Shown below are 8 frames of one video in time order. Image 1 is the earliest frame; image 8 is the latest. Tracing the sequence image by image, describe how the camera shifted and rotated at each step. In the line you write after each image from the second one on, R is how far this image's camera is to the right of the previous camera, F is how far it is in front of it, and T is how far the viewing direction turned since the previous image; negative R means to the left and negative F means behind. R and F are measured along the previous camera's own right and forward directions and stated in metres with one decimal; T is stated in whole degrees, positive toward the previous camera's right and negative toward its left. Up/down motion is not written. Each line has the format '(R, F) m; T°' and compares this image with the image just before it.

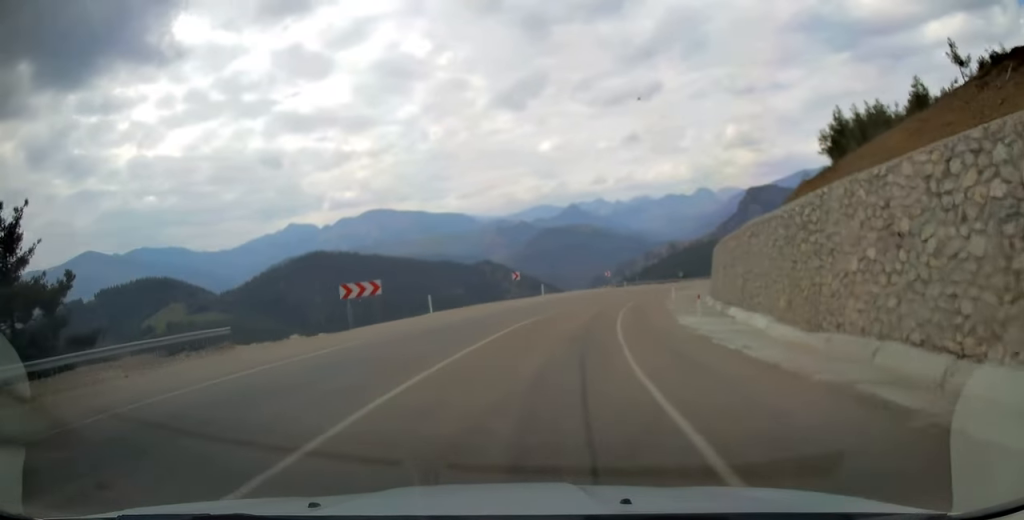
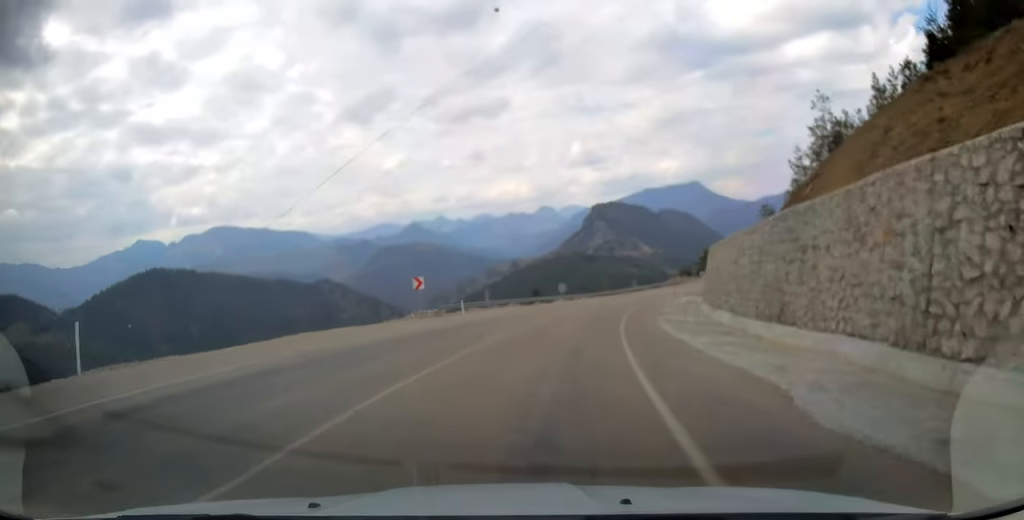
(+6.3, +43.9) m; +16°
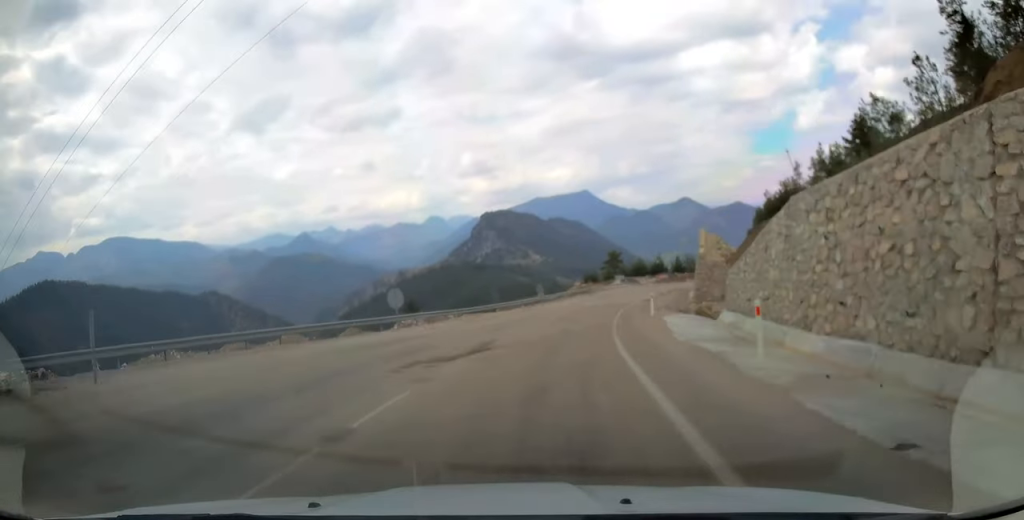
(+2.3, +31.7) m; +8°
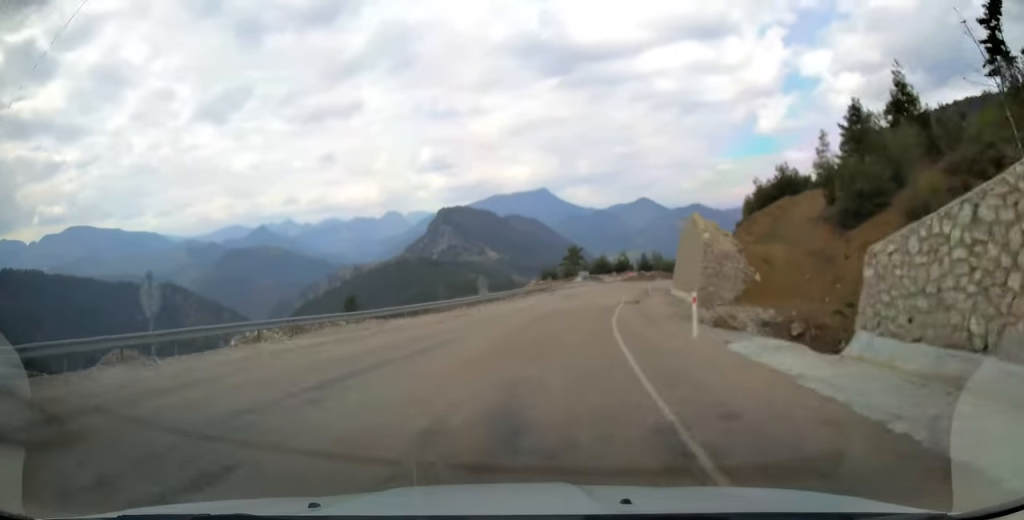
(+0.4, +14.7) m; +4°
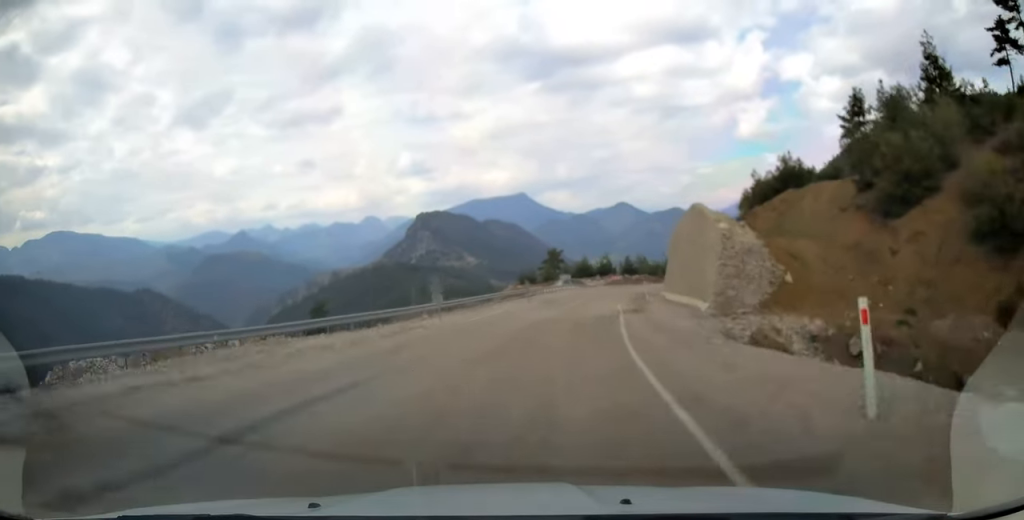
(+0.3, +8.3) m; +2°
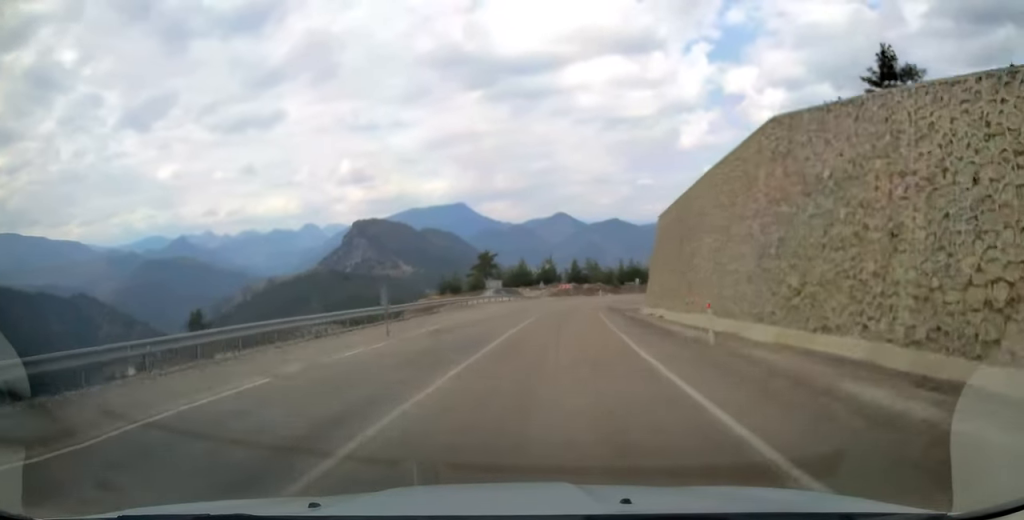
(+1.6, +27.2) m; +6°
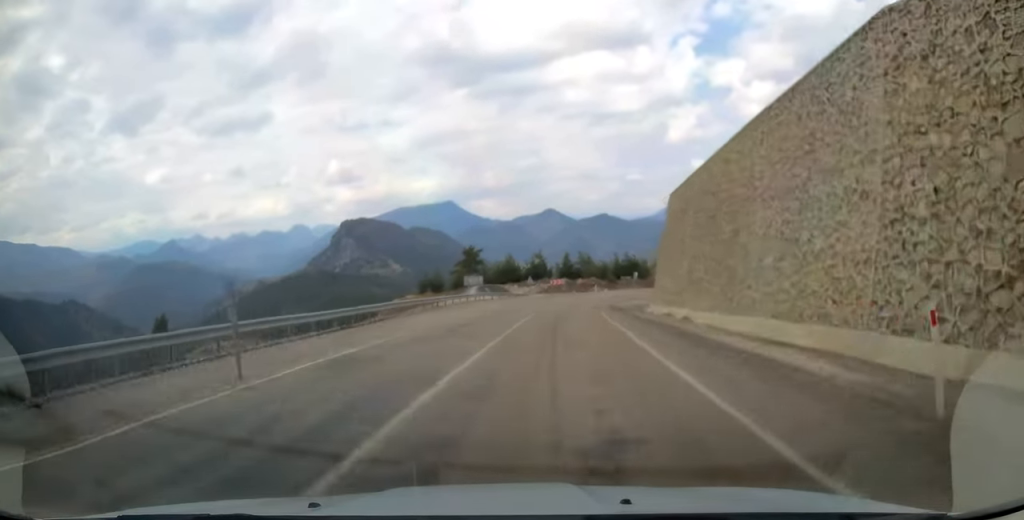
(+0.2, +8.9) m; +1°
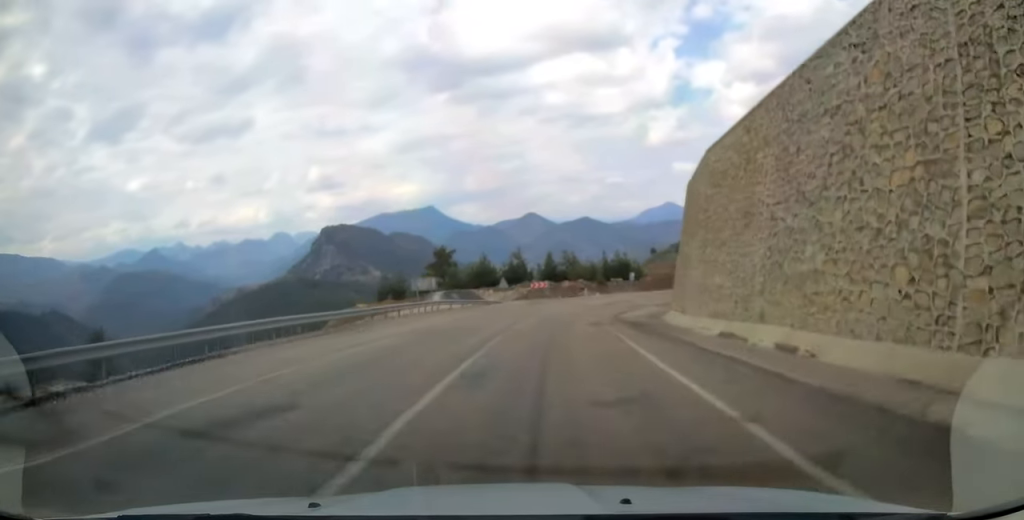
(+0.2, +13.9) m; +2°
